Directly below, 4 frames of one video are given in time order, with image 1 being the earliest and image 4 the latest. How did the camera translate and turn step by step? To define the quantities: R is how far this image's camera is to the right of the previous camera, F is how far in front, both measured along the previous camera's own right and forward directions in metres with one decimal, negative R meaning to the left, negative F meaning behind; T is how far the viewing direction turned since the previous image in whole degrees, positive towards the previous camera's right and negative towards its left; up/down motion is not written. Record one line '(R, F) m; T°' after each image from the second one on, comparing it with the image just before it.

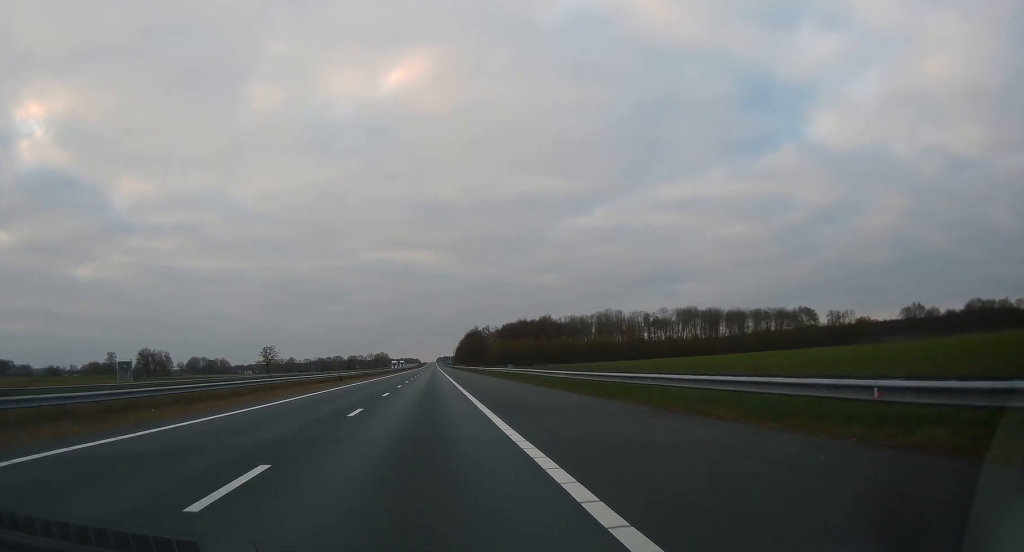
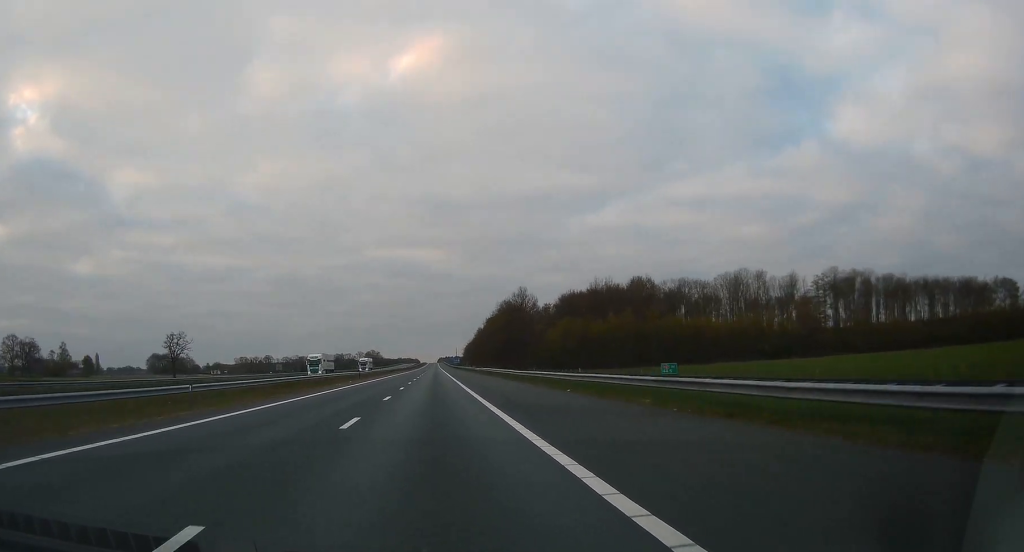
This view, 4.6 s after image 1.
(+0.2, +140.8) m; 0°
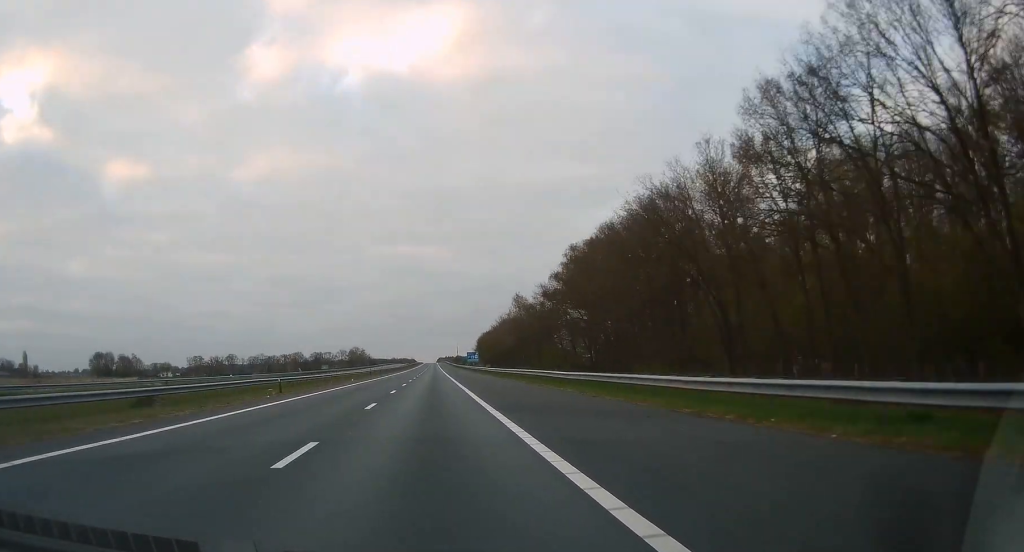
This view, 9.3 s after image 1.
(+0.1, +137.5) m; 0°
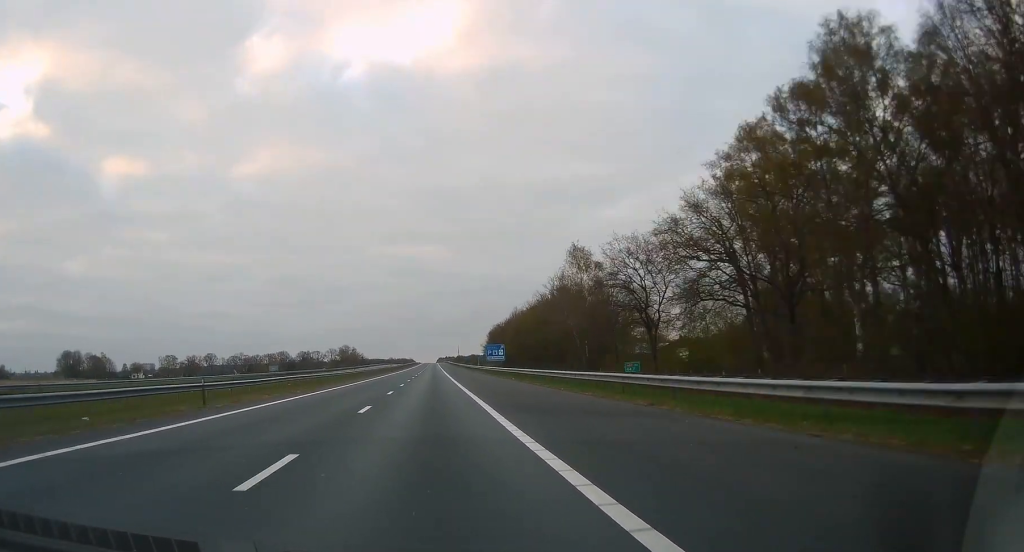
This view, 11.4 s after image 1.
(-0.1, +61.5) m; 0°
